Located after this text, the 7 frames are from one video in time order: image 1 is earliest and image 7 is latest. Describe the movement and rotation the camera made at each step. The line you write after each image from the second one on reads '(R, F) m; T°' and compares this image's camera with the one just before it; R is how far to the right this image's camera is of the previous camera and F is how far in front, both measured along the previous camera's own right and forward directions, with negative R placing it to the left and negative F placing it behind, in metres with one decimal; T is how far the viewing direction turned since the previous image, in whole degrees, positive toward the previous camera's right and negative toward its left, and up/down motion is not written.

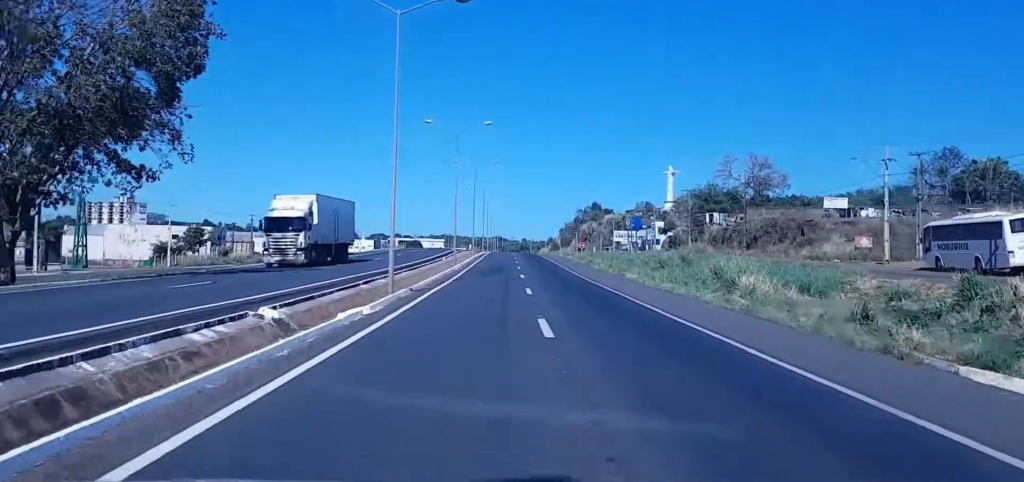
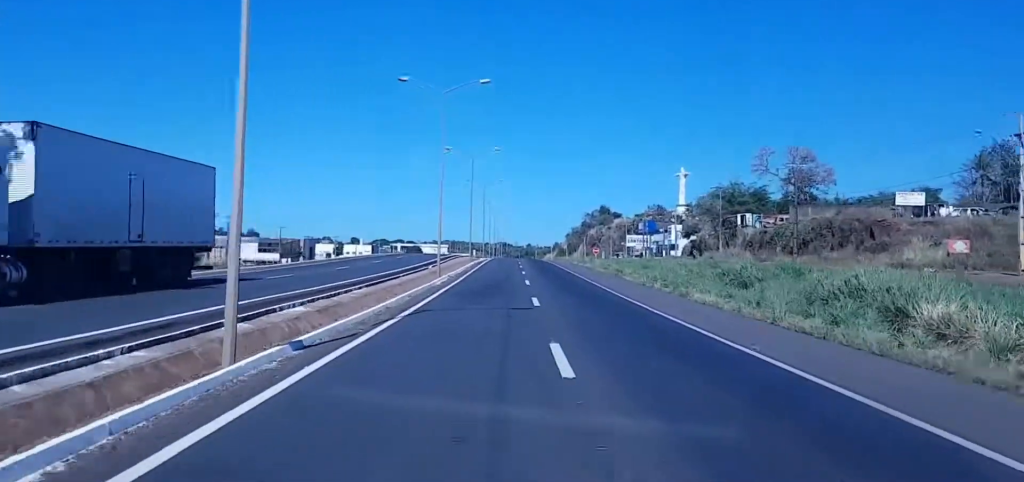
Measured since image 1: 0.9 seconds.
(-0.3, +20.7) m; -2°
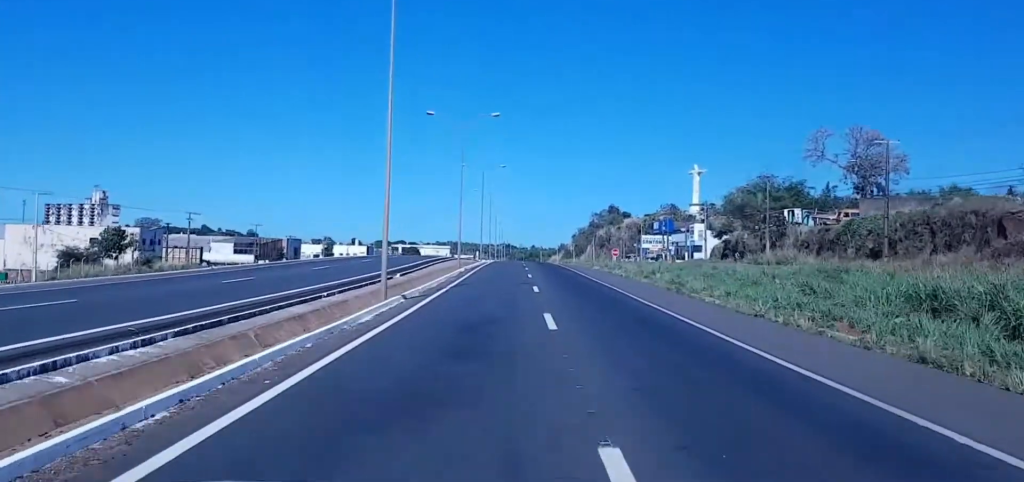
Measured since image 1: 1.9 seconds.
(-0.4, +24.6) m; -3°
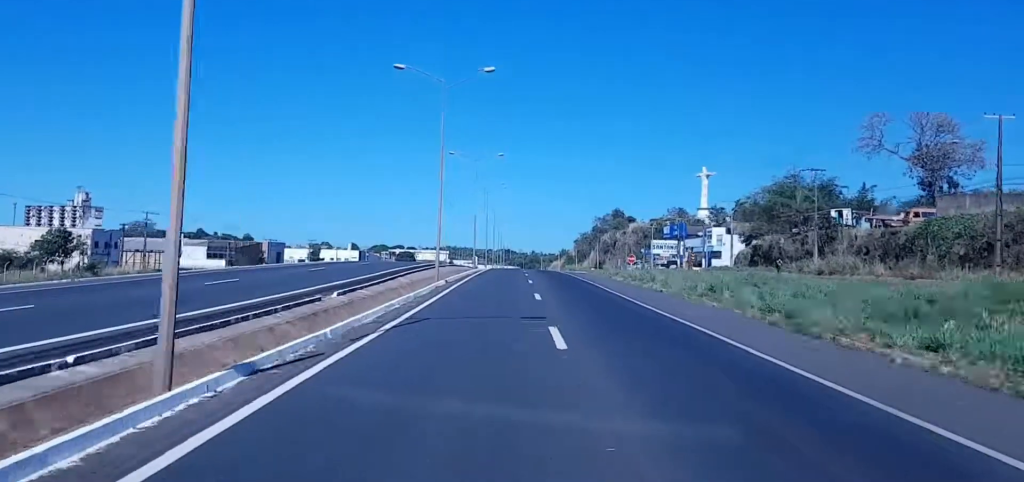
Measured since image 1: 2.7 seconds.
(-0.6, +18.8) m; 0°
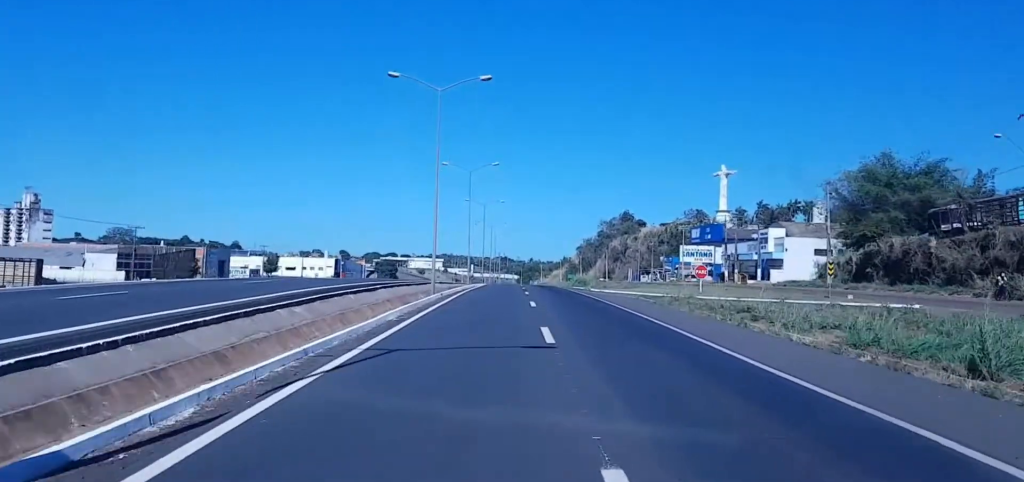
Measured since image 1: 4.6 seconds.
(+0.1, +44.9) m; -1°
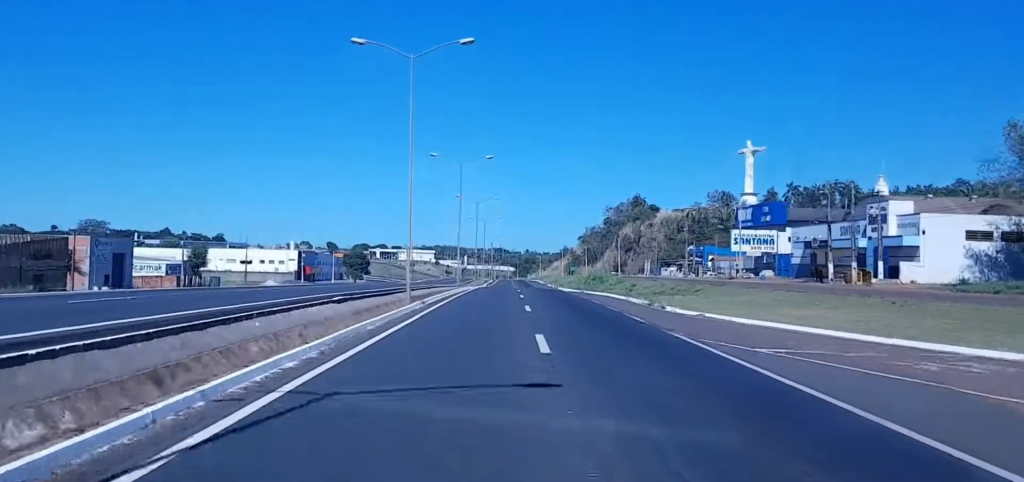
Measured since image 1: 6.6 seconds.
(-0.2, +49.6) m; 0°
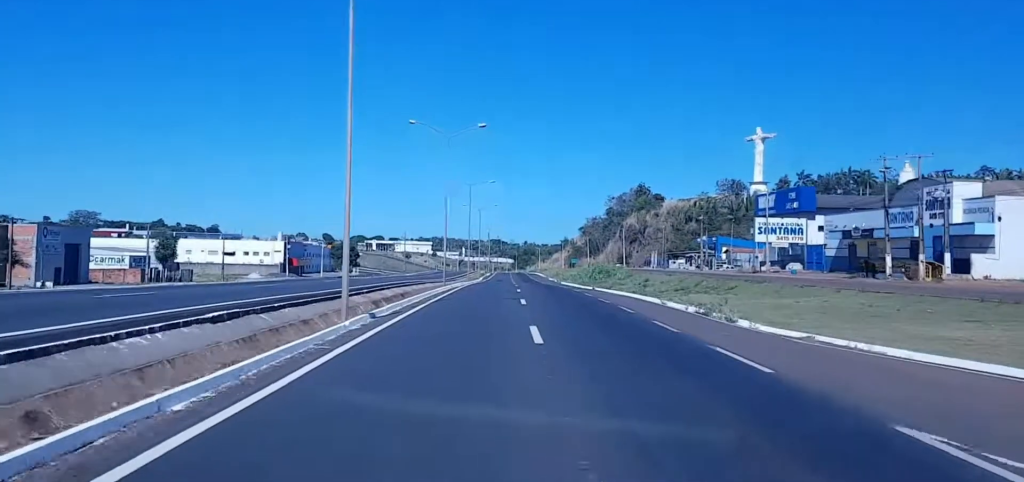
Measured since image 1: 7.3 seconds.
(0.0, +15.0) m; 0°
